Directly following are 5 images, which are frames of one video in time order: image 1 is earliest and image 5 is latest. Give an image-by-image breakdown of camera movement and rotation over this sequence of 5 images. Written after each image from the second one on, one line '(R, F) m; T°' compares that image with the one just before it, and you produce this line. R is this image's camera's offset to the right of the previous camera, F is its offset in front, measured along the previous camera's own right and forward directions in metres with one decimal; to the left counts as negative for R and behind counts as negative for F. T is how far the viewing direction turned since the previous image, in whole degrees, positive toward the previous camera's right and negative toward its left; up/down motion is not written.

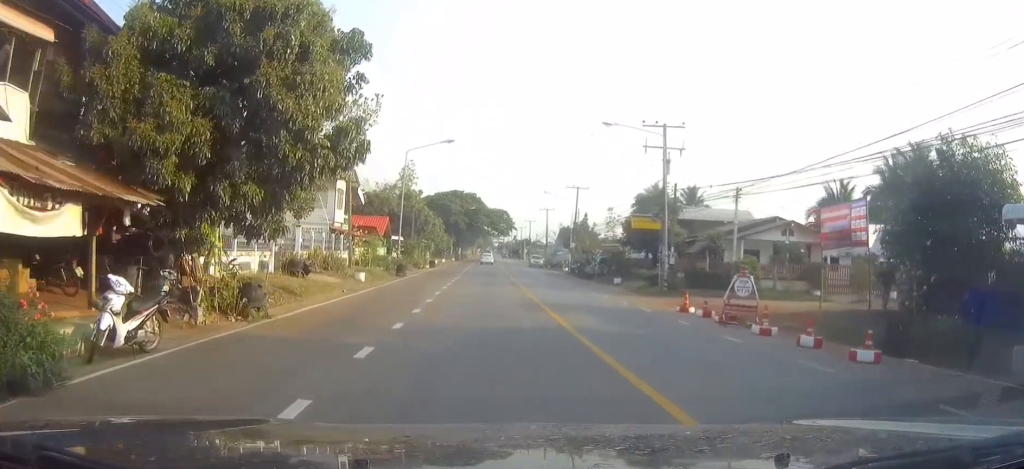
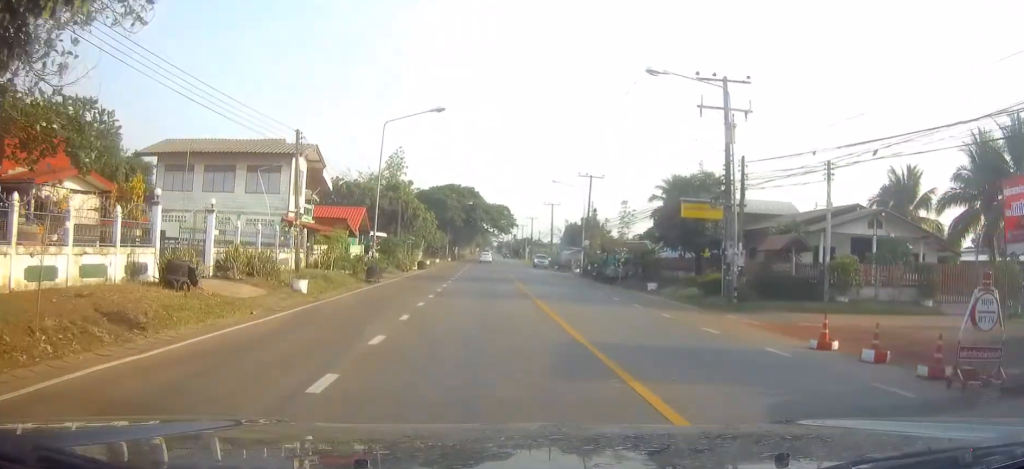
(+0.3, +12.3) m; +1°
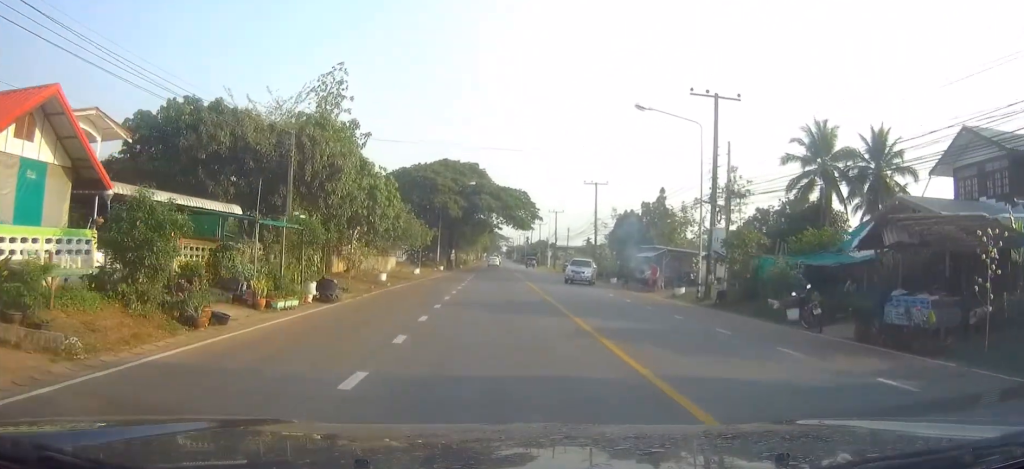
(-0.6, +39.8) m; -1°
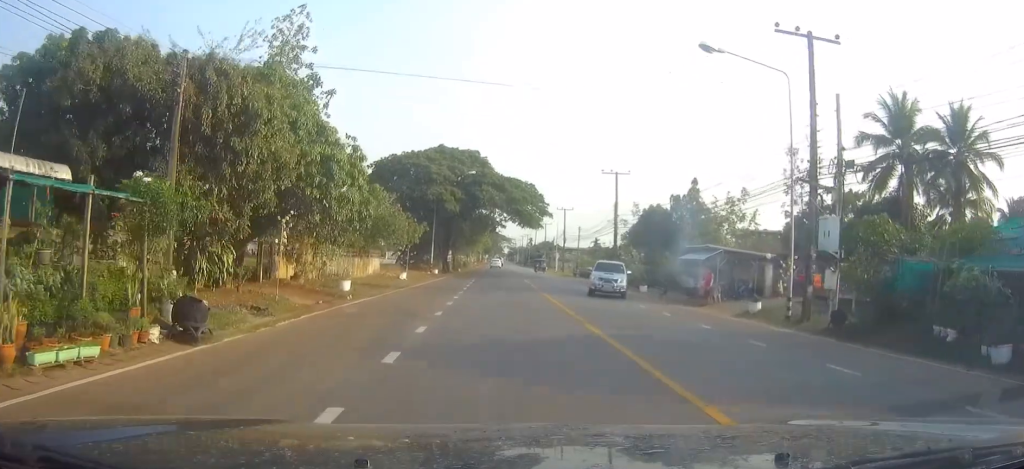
(0.0, +10.5) m; 0°
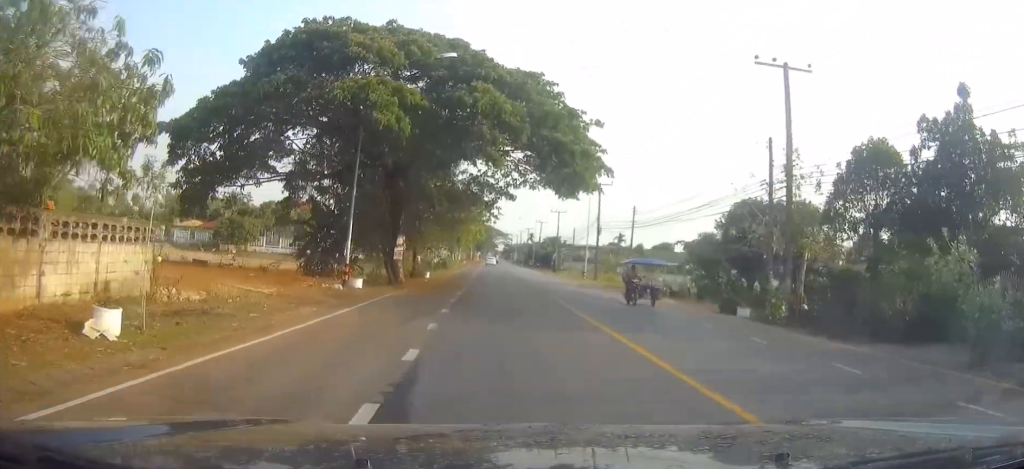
(-0.2, +37.1) m; -1°
